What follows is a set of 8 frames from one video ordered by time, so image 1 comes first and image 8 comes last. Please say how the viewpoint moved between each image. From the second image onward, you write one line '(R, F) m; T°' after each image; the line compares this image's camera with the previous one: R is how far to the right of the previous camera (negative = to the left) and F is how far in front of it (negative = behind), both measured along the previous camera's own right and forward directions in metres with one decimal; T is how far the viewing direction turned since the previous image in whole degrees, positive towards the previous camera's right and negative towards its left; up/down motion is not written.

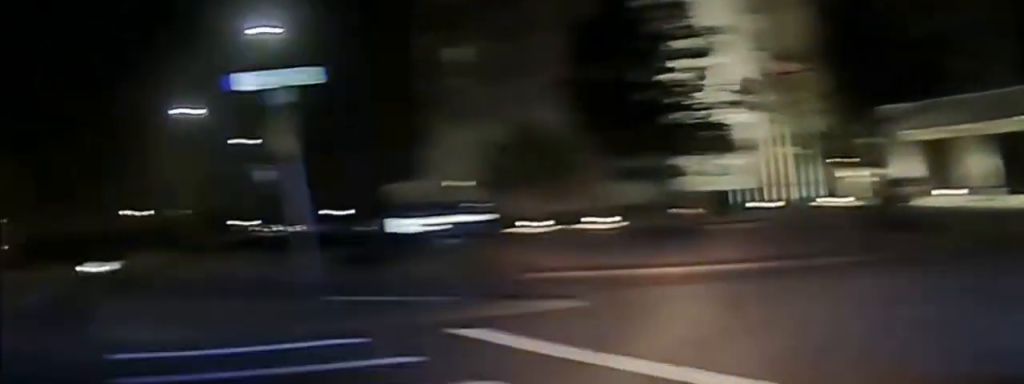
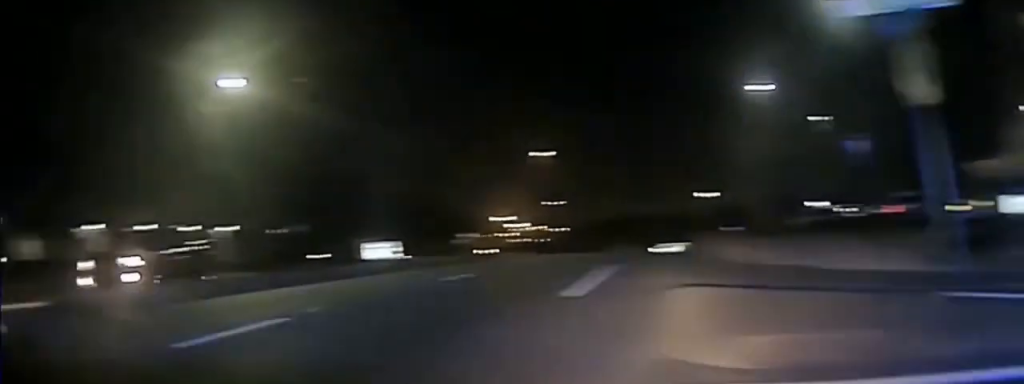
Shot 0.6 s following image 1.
(0.0, +1.1) m; -1°
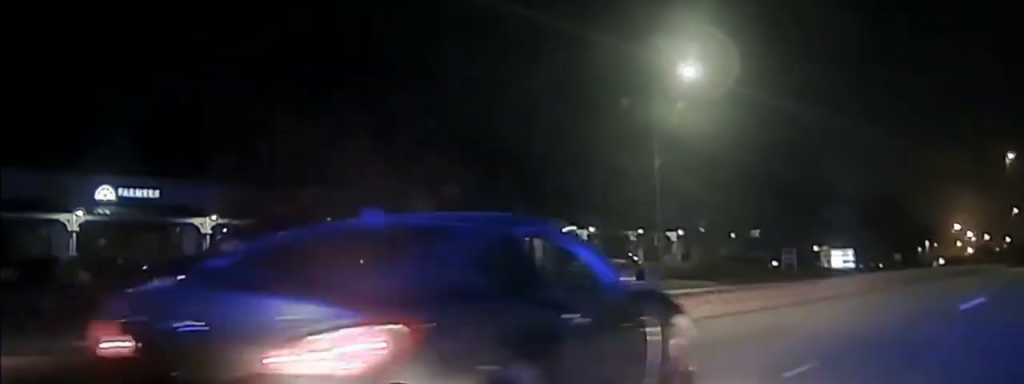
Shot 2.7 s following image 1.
(-2.6, +9.1) m; -26°
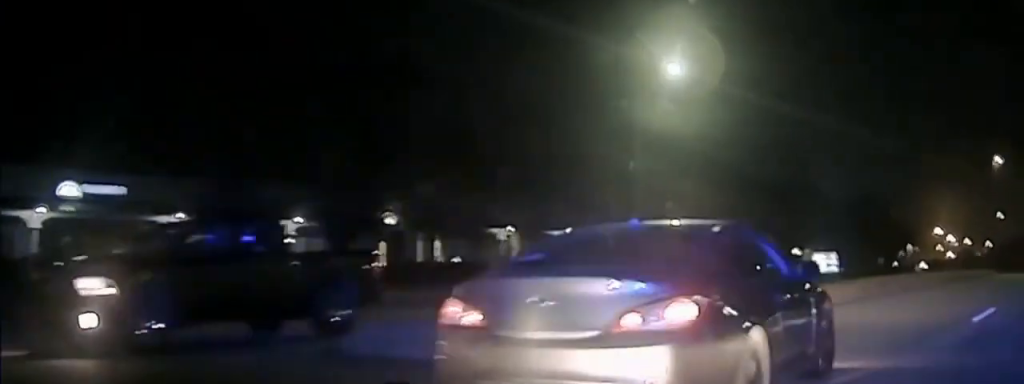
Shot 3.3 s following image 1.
(+0.1, +2.1) m; +3°
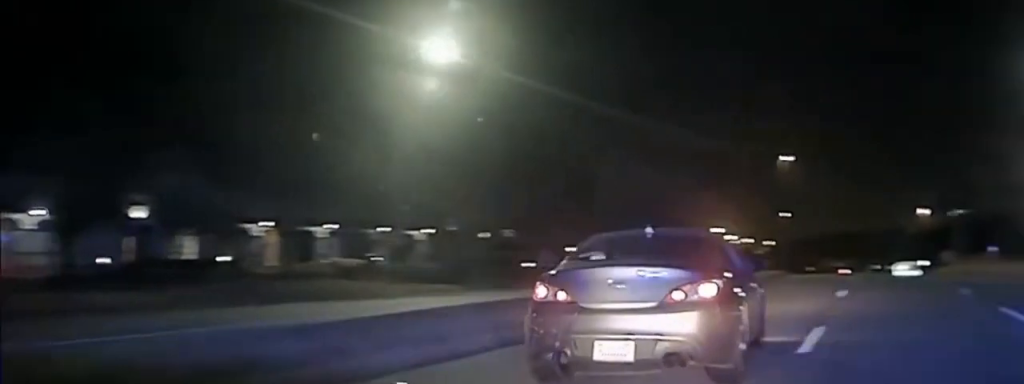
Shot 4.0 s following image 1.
(+0.1, +2.3) m; +3°
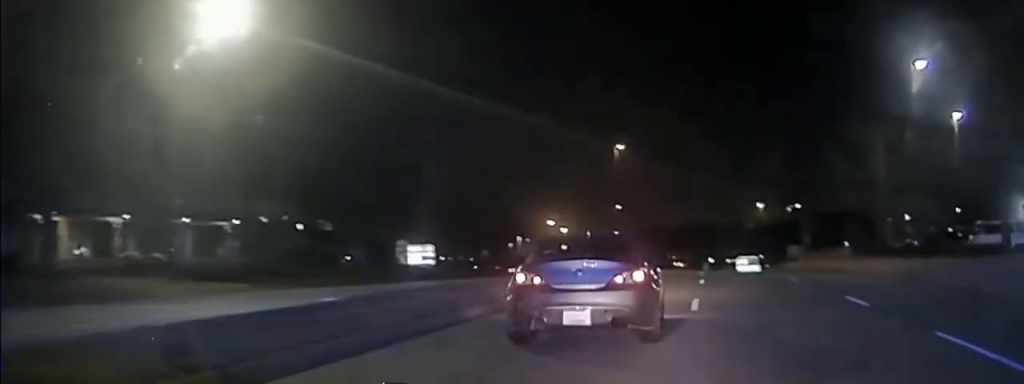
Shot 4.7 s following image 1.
(+0.1, +2.4) m; +2°
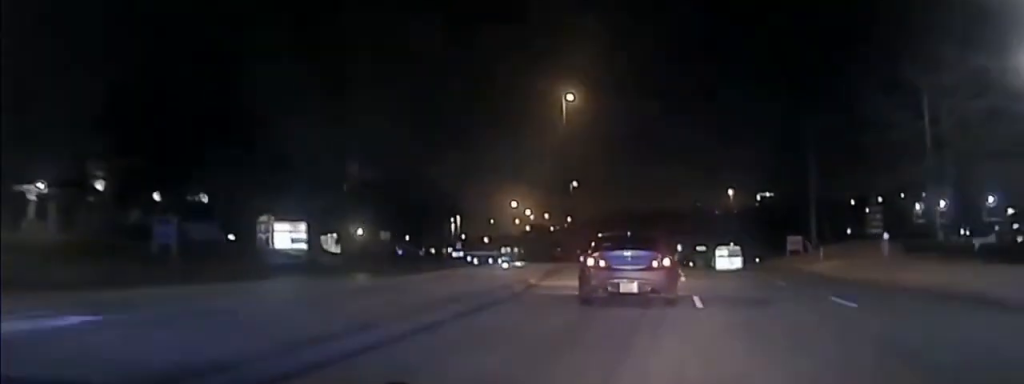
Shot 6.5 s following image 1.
(+0.3, +13.5) m; +2°
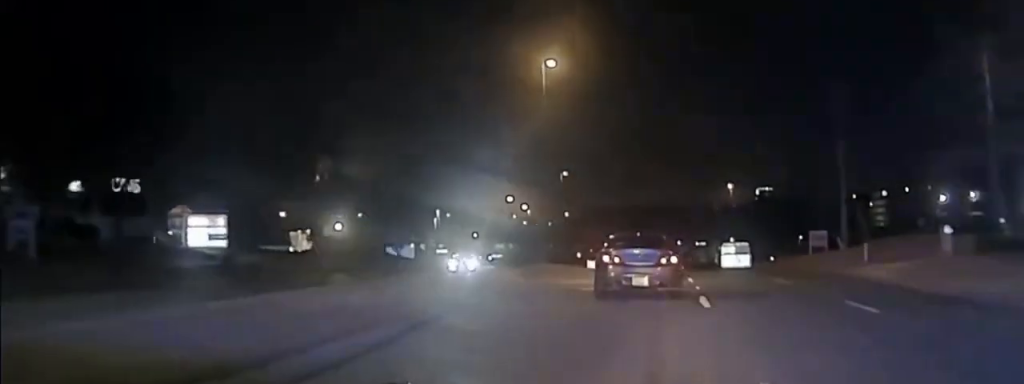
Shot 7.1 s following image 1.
(+0.1, +9.1) m; 0°
